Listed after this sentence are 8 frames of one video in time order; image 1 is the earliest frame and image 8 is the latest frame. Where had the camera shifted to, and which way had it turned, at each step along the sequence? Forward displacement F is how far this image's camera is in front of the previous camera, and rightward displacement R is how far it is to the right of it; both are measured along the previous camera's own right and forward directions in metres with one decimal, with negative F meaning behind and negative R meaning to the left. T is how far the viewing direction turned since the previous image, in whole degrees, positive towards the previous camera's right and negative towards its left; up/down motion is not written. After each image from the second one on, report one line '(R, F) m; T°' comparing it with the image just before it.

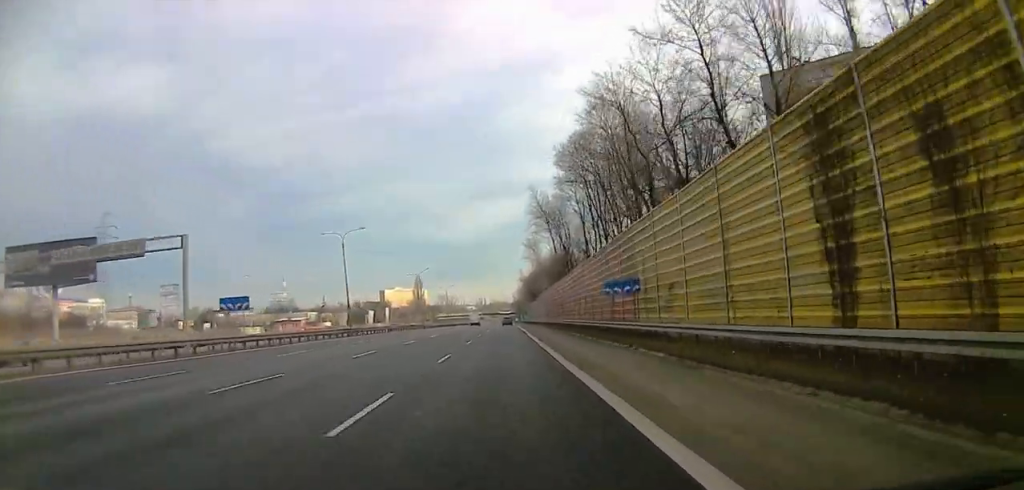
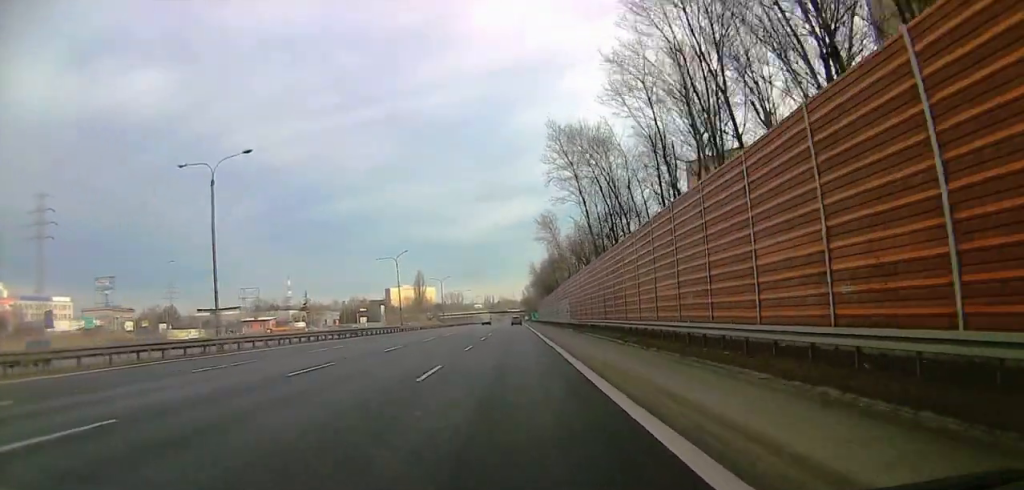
(+1.8, +31.6) m; +2°
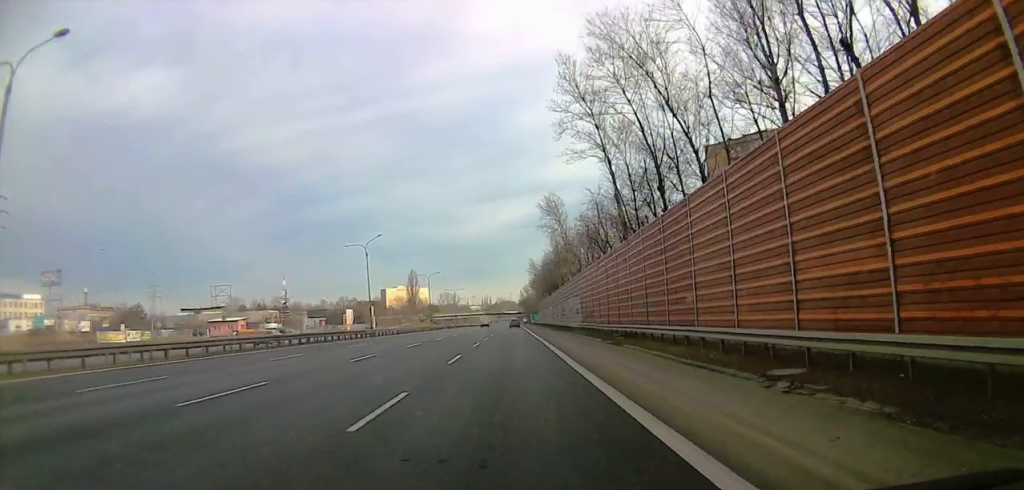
(-0.3, +17.3) m; -1°
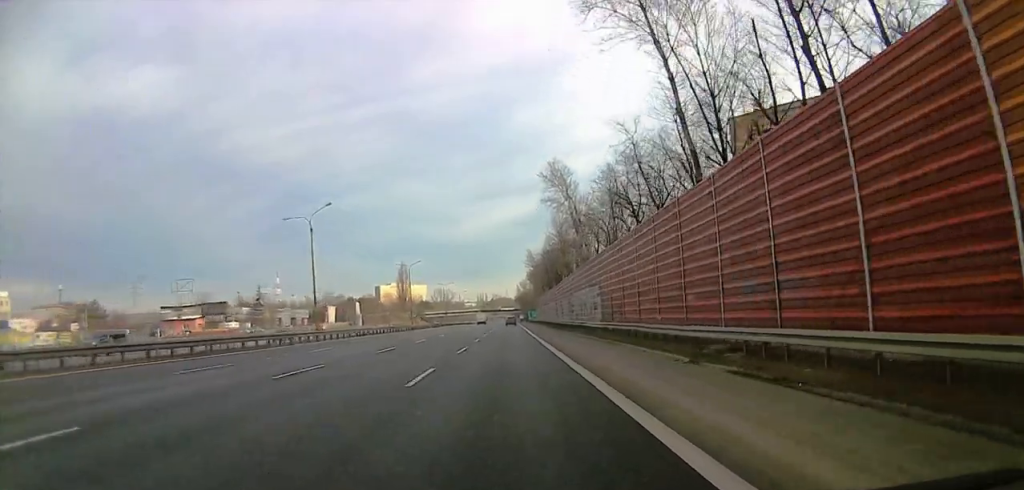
(-0.3, +18.7) m; -1°
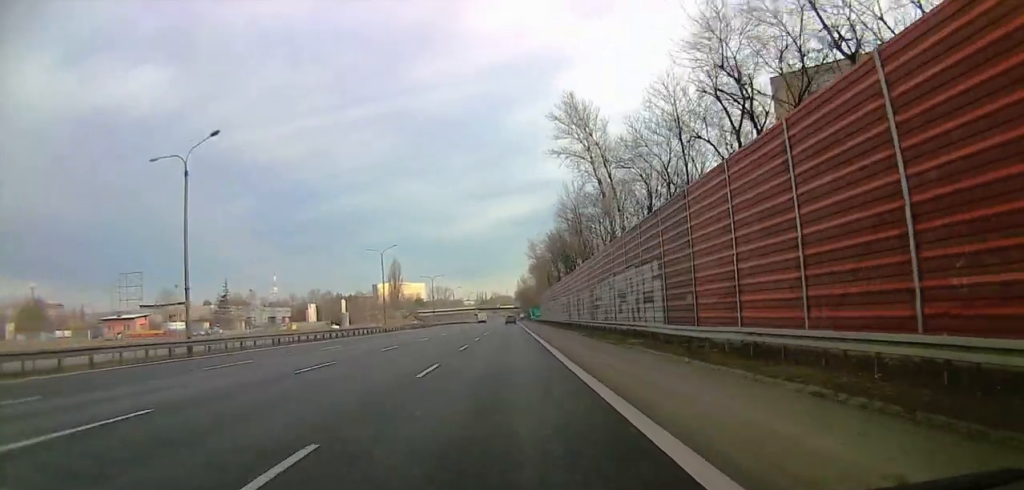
(0.0, +21.6) m; 0°
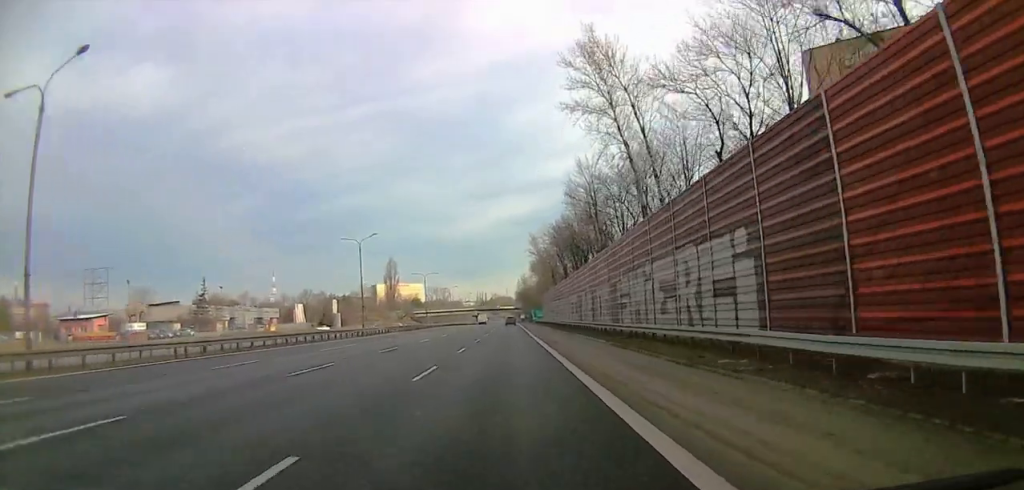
(0.0, +12.4) m; 0°
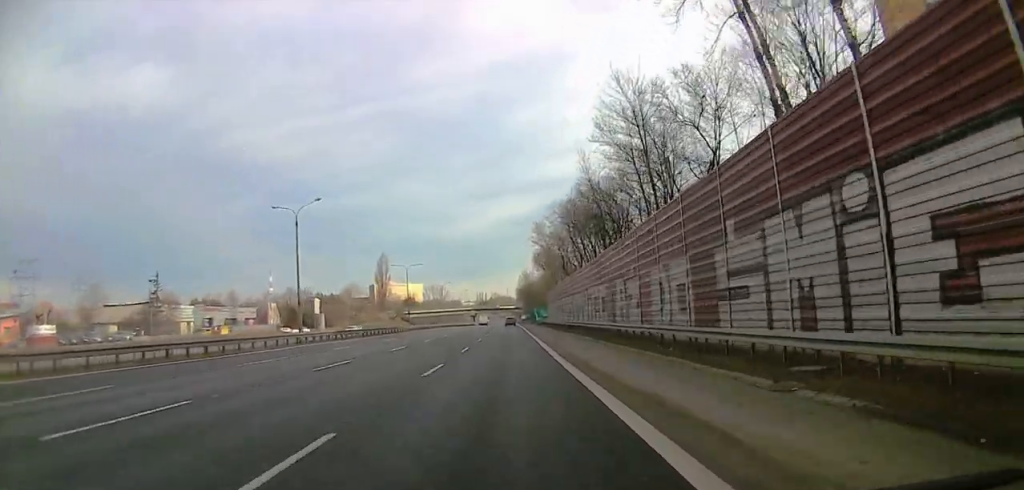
(0.0, +21.7) m; -3°
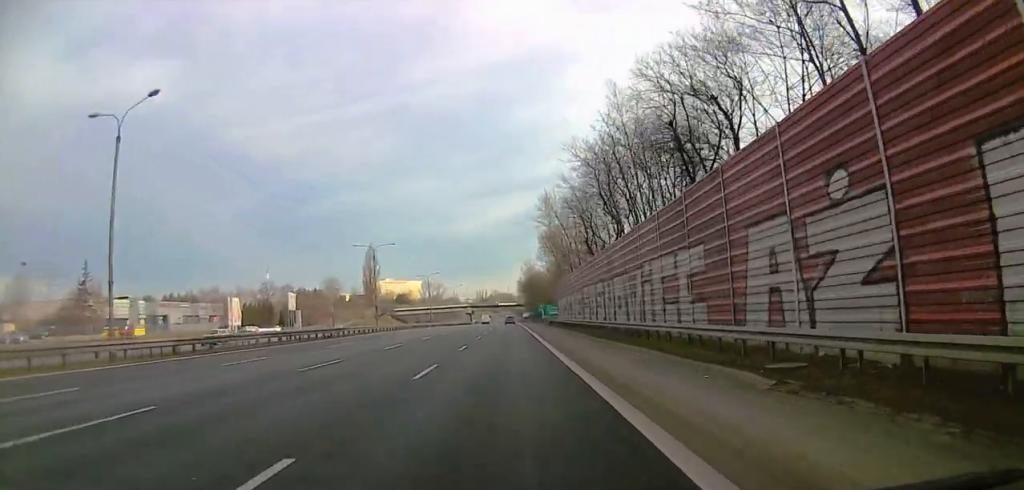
(-1.2, +25.4) m; -2°
